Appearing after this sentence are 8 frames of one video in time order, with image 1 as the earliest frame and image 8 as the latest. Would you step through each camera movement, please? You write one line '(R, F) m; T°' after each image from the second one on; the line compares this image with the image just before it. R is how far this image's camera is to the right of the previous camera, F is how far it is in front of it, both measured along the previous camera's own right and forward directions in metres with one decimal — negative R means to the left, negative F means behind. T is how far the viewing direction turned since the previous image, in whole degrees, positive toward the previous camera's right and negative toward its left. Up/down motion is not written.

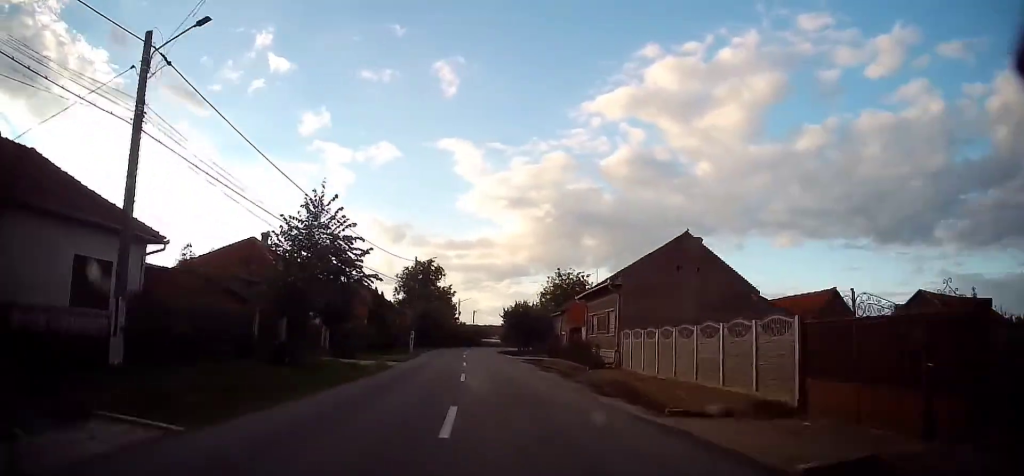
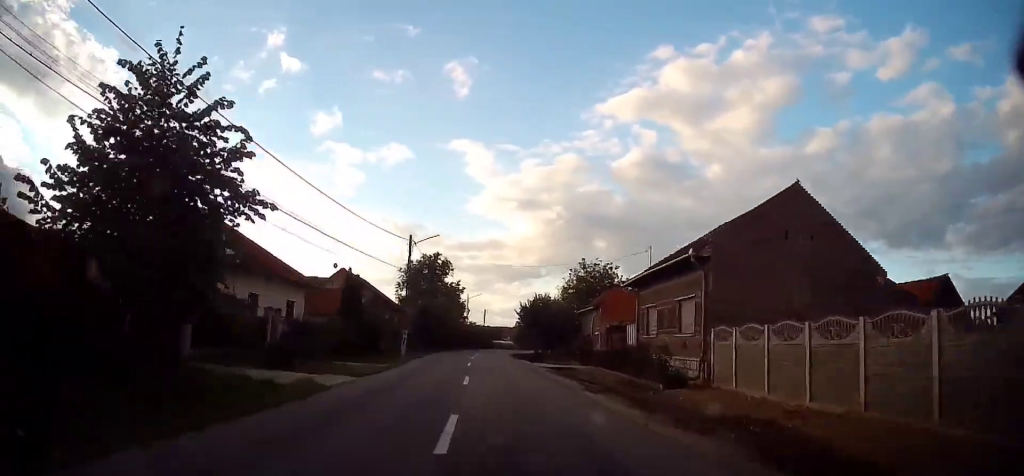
(0.0, +9.9) m; 0°
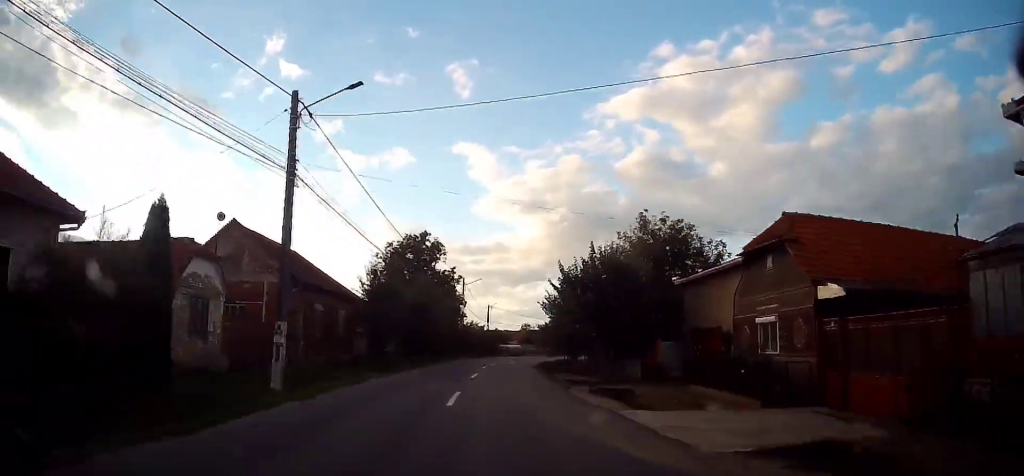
(0.0, +22.6) m; -1°
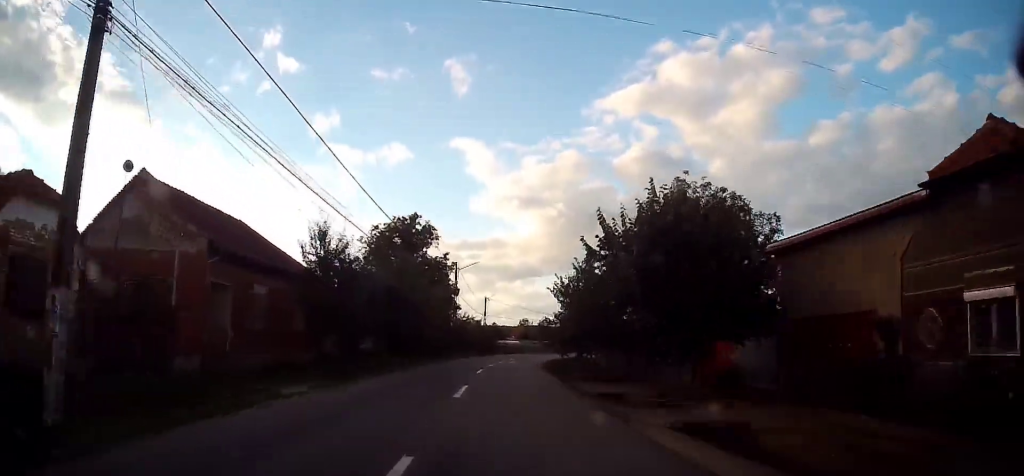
(0.0, +8.1) m; -1°
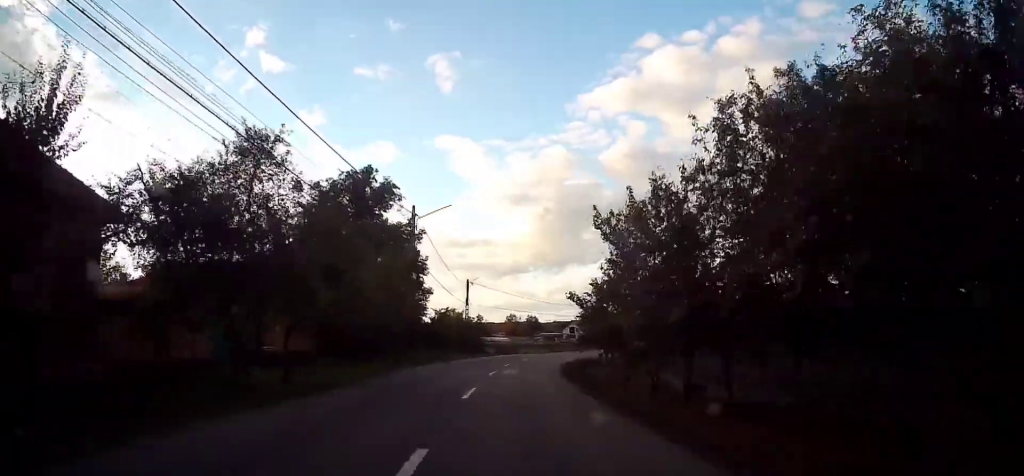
(-0.3, +18.0) m; +1°
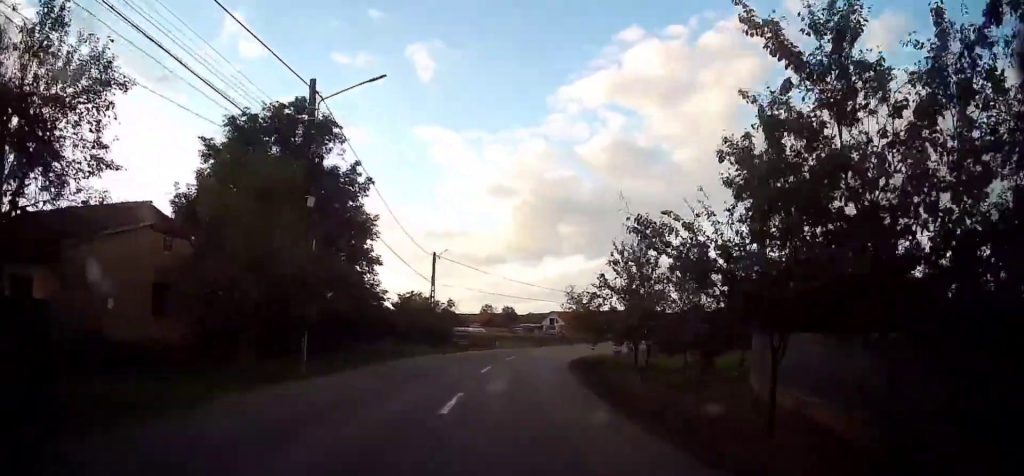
(+0.2, +12.7) m; +2°
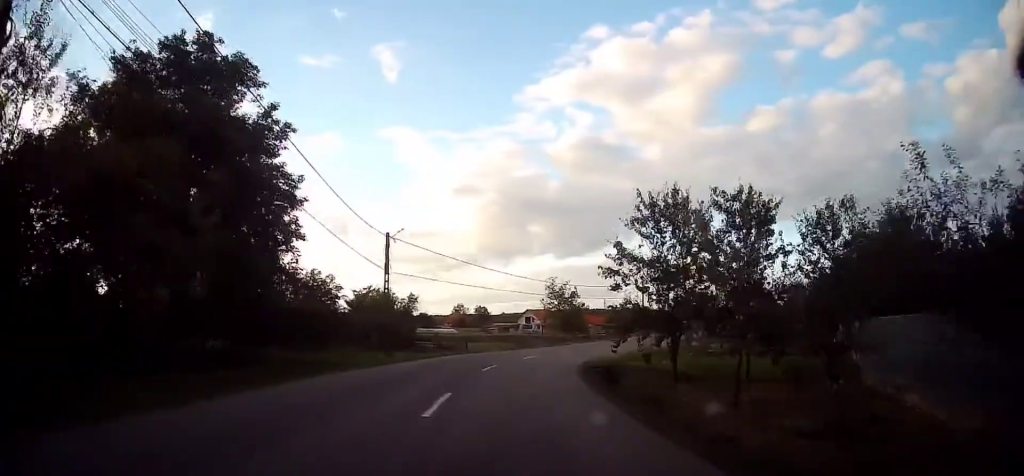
(+0.2, +9.5) m; +3°
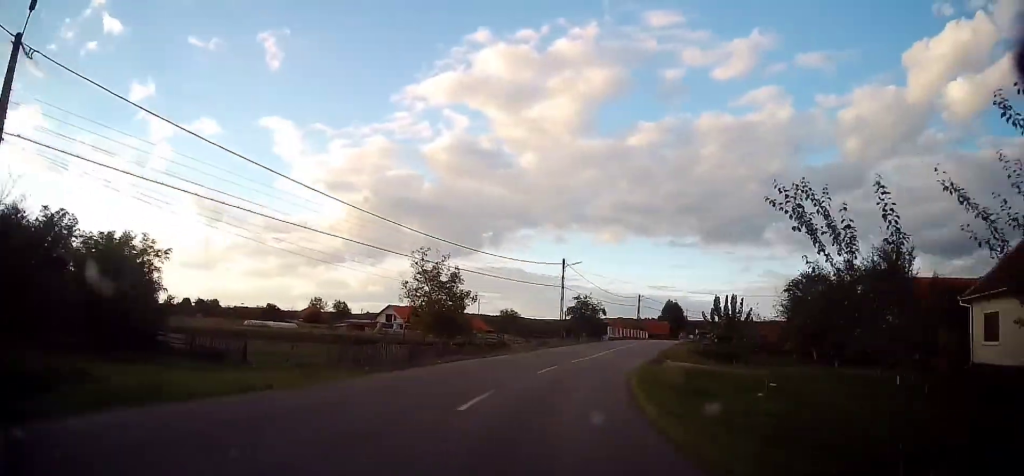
(+2.0, +25.6) m; +12°
